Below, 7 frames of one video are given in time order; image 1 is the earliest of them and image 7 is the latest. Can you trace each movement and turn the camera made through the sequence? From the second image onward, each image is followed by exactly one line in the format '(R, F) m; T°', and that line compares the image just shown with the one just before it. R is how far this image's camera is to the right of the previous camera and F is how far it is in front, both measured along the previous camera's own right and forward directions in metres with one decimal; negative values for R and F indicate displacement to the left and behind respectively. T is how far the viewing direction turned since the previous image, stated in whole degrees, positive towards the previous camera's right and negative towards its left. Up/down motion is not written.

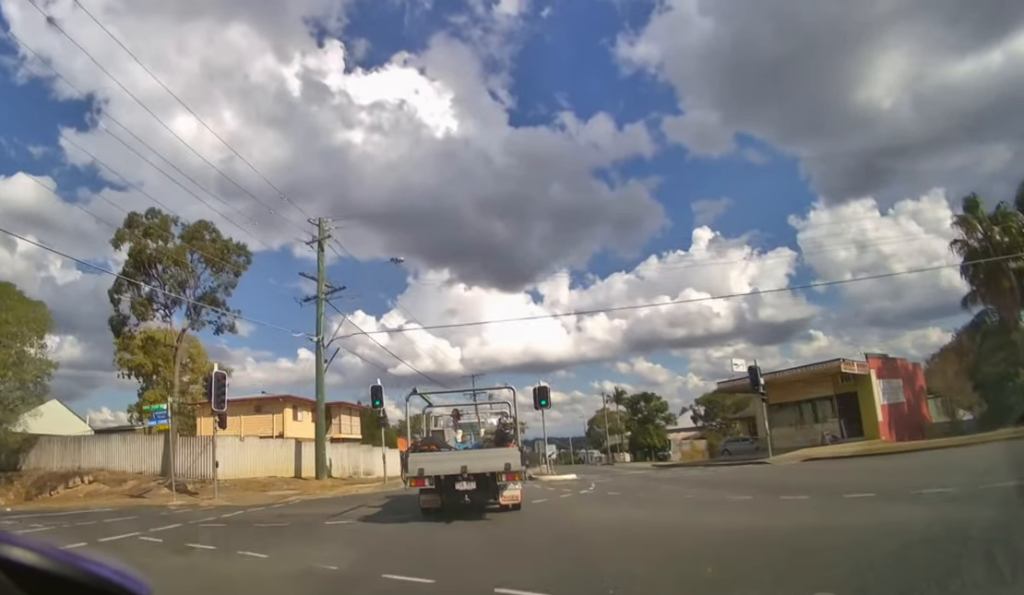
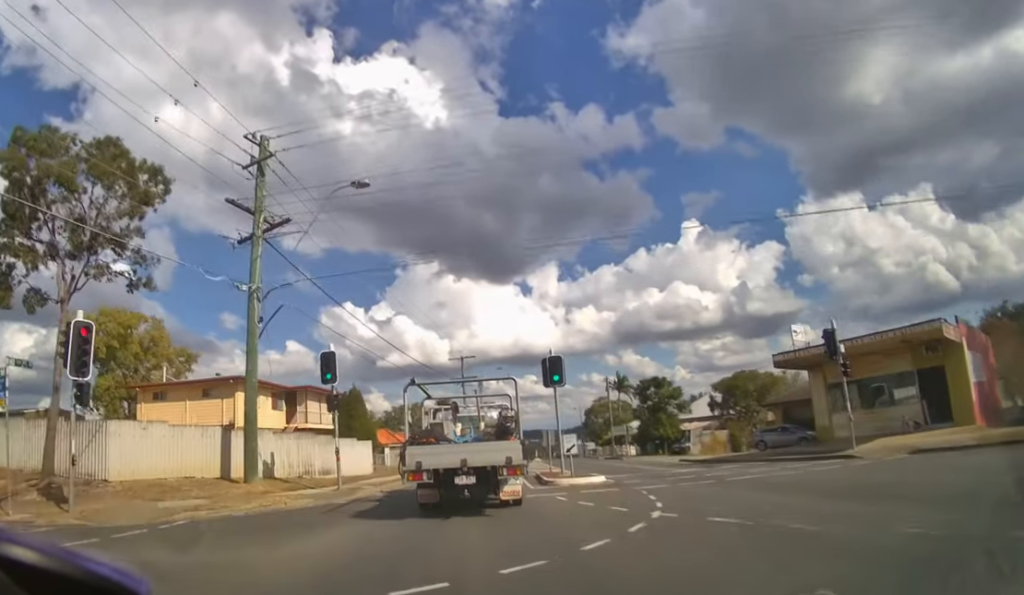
(+0.1, +6.4) m; +1°
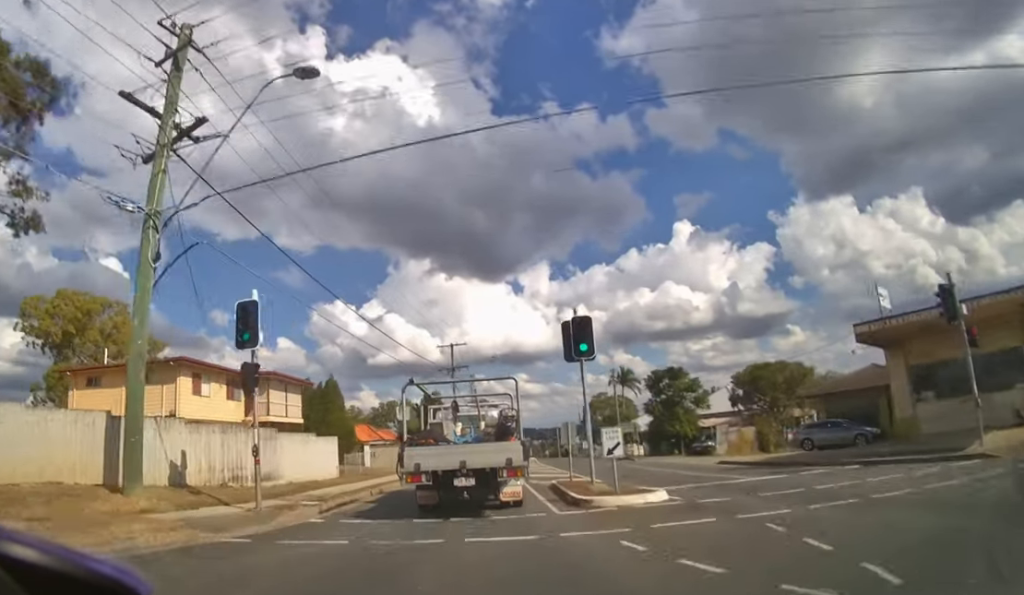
(+0.1, +5.7) m; +1°
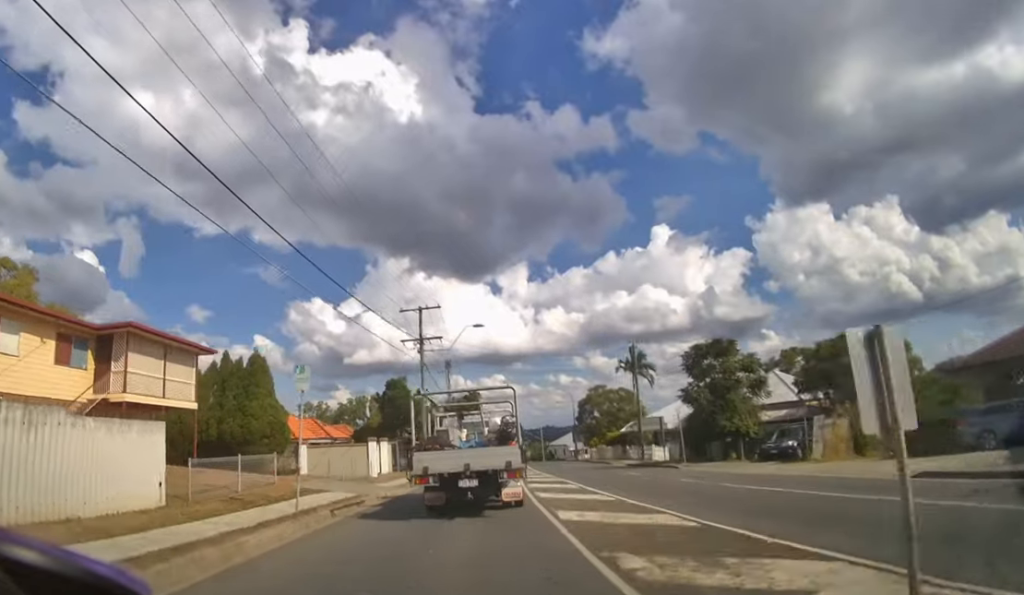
(+0.3, +12.3) m; +2°
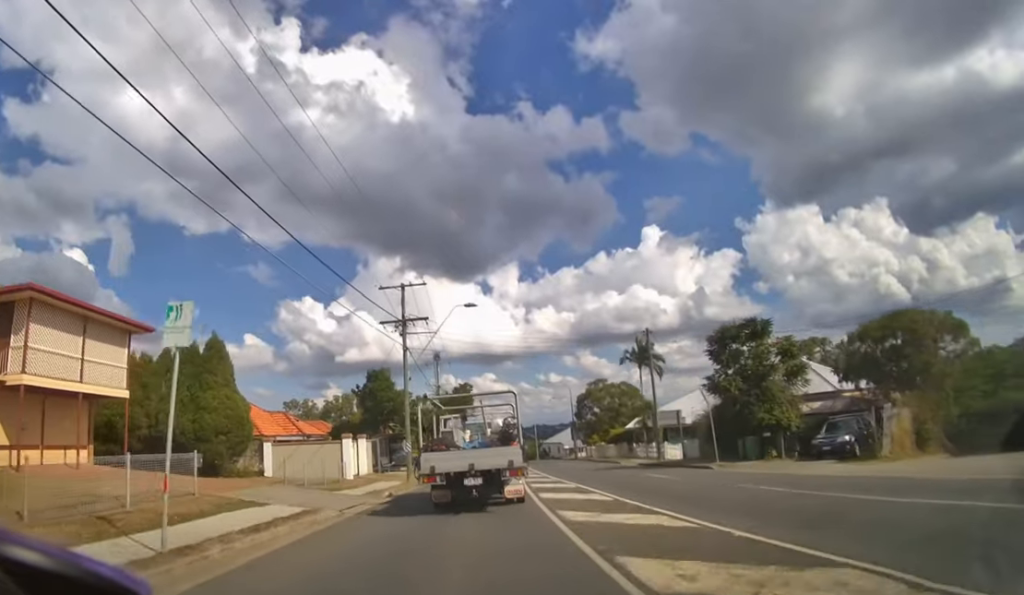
(0.0, +4.5) m; +1°
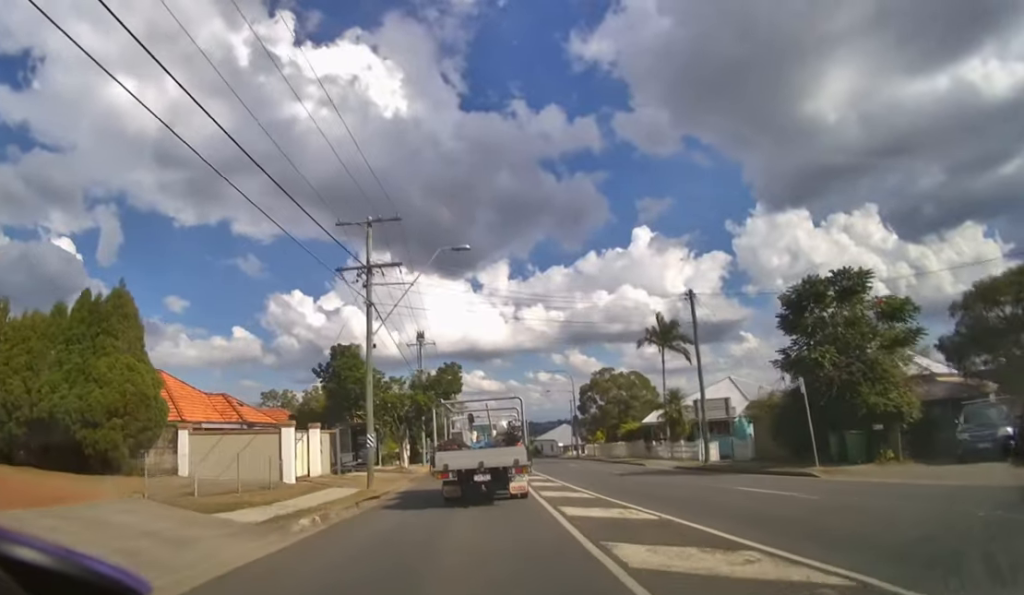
(0.0, +7.6) m; +1°
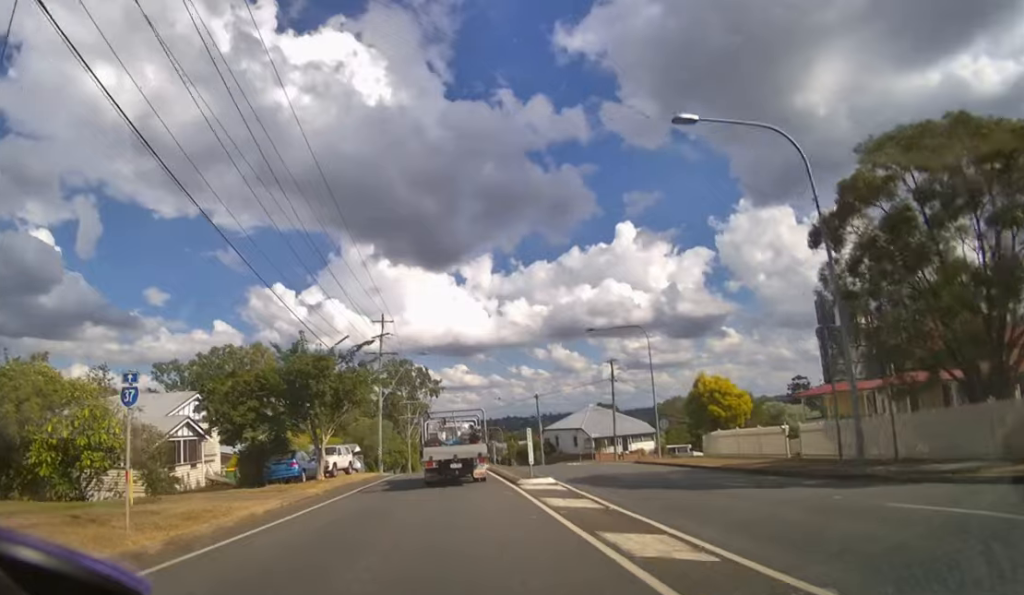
(+1.5, +37.4) m; +2°
